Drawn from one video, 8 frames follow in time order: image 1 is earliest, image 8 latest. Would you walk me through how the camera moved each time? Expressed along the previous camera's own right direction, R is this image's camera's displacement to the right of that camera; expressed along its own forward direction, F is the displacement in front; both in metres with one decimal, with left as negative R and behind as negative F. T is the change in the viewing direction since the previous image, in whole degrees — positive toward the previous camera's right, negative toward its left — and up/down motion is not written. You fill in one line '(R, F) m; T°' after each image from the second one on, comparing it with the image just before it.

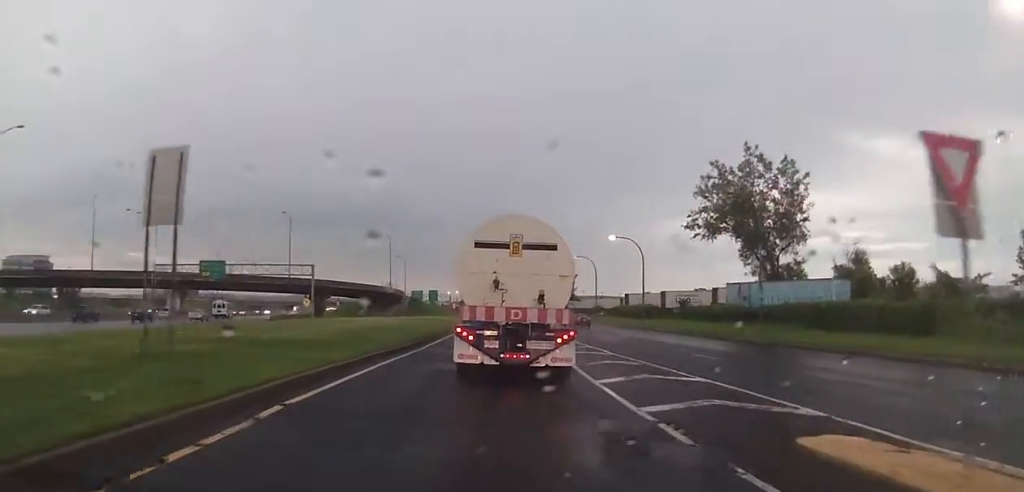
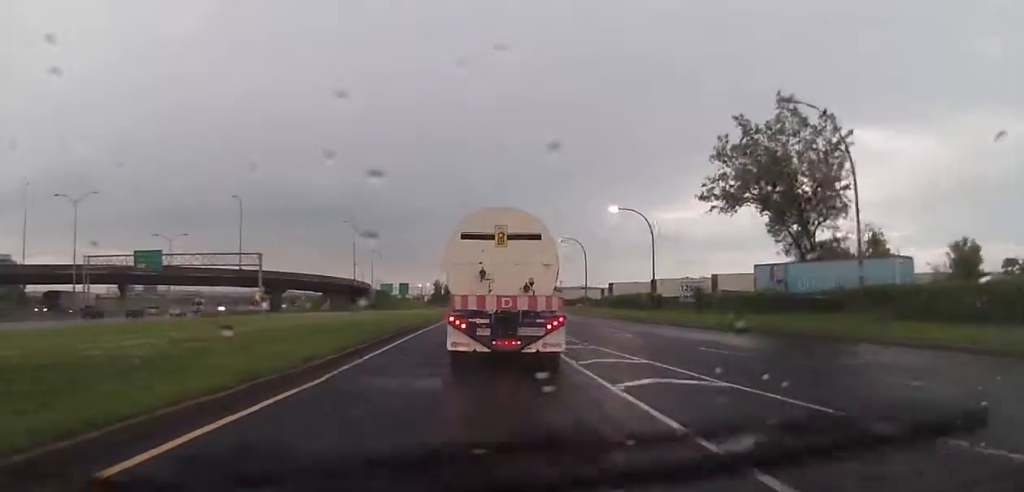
(+0.3, +14.0) m; +1°
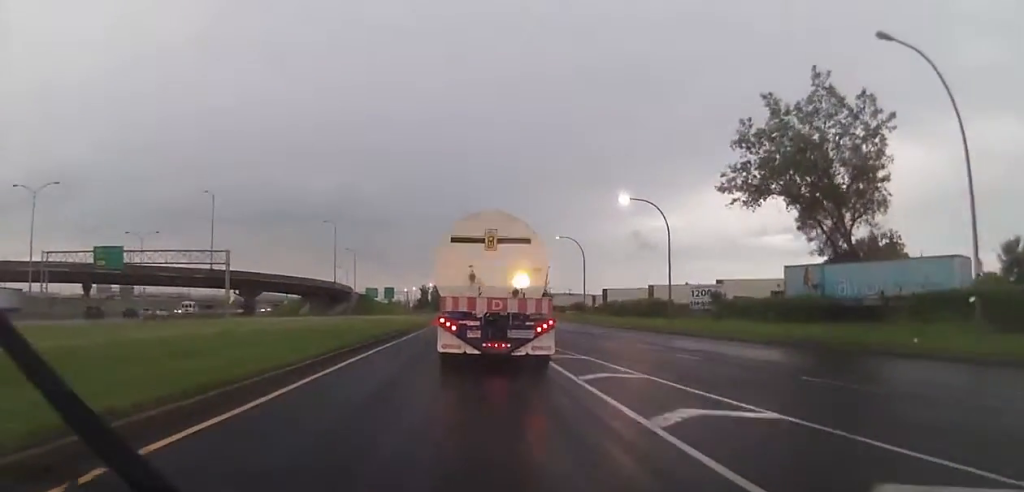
(+0.3, +8.2) m; -1°
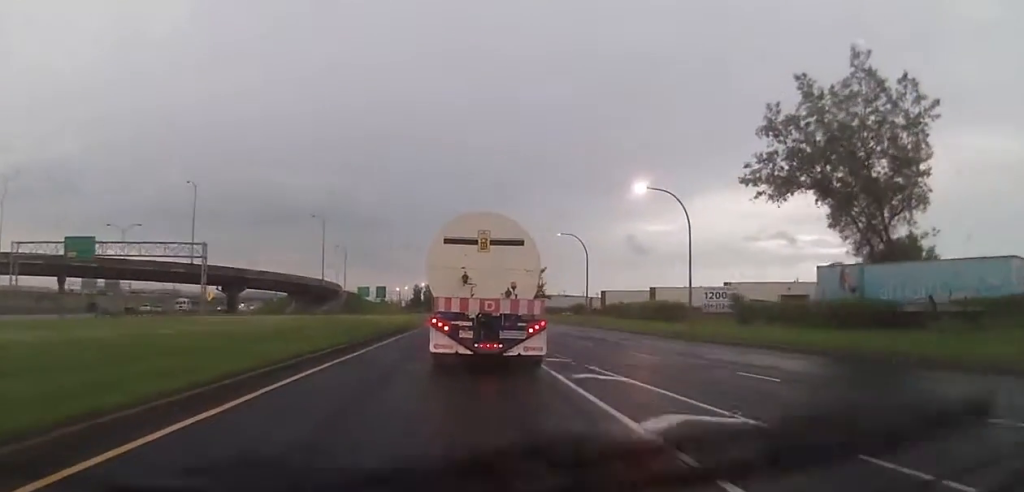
(-0.2, +6.0) m; 0°
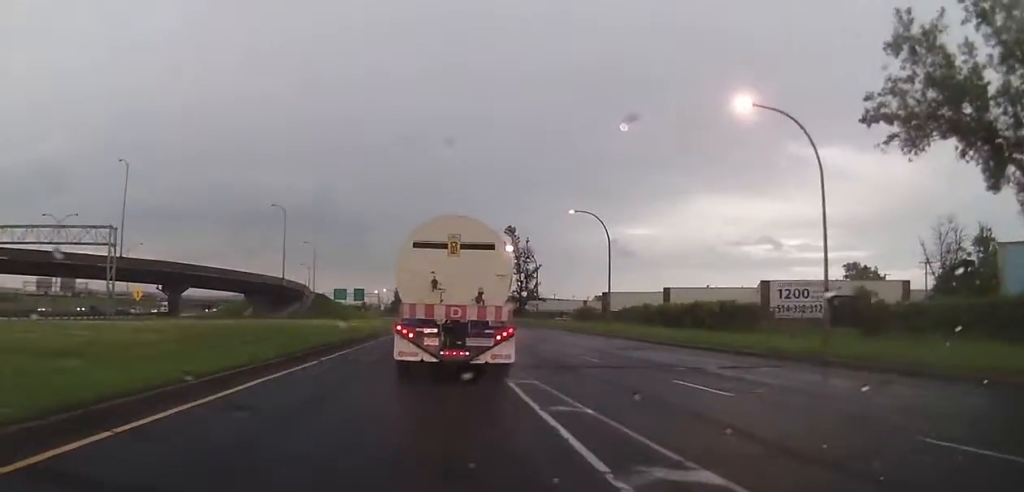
(+0.3, +18.8) m; +4°
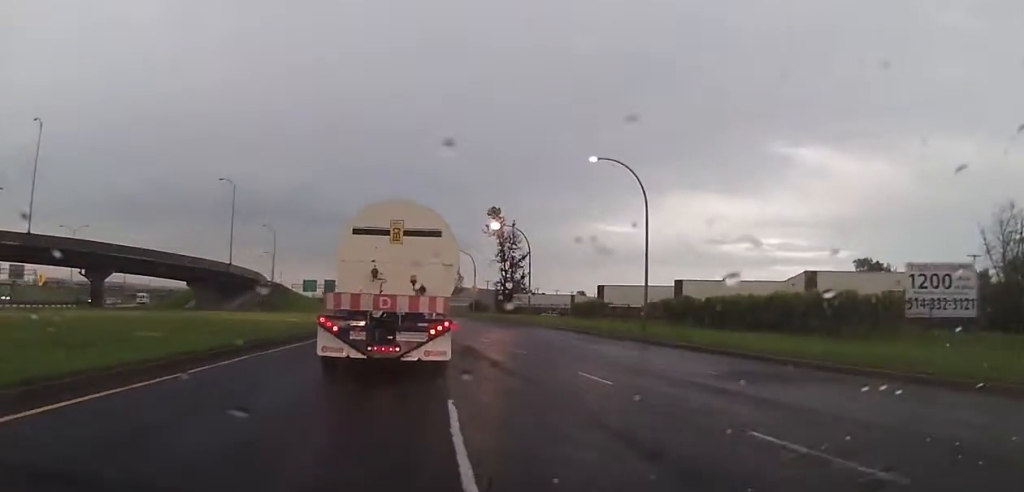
(+0.4, +17.1) m; 0°
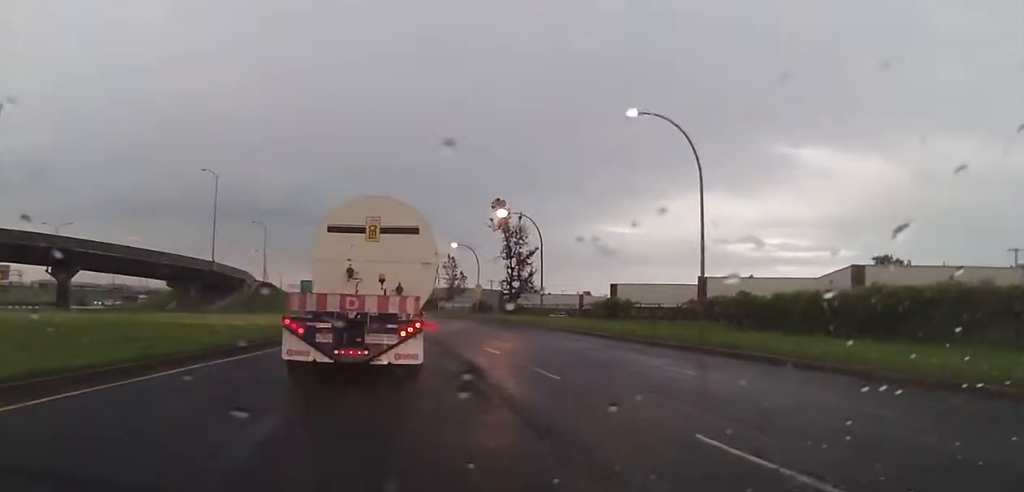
(-0.2, +8.6) m; -1°
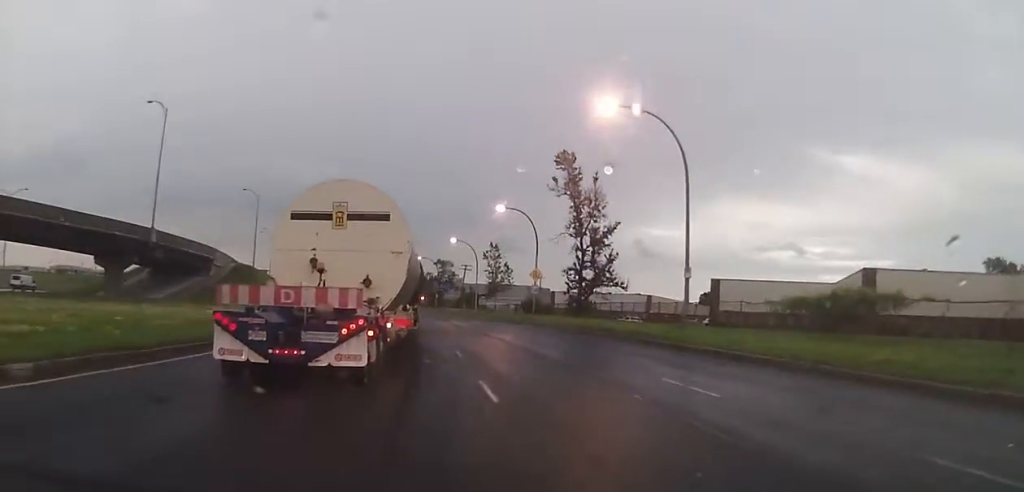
(-0.7, +30.3) m; -2°
